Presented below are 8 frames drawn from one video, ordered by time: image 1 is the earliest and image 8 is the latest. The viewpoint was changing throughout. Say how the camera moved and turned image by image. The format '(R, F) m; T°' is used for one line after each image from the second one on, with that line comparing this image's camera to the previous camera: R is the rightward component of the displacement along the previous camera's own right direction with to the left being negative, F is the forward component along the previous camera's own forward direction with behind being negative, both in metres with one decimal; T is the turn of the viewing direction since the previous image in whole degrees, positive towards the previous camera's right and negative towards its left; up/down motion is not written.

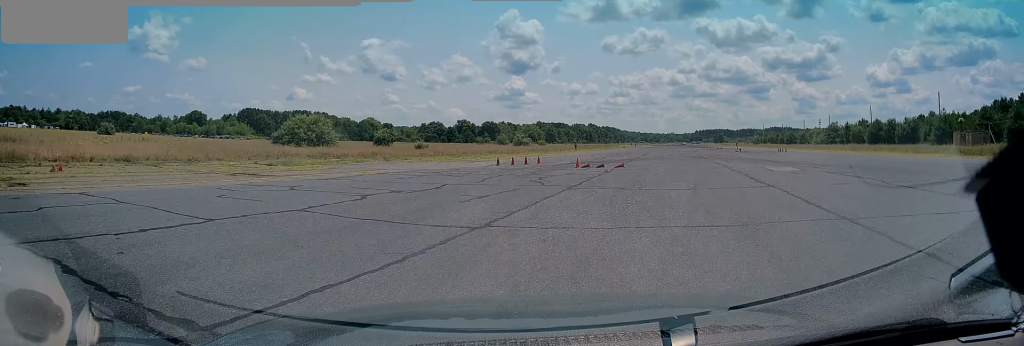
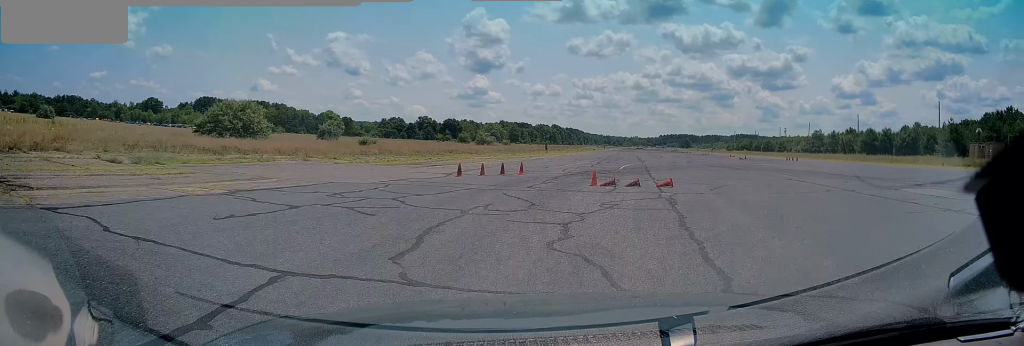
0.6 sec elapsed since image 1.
(+0.3, +10.2) m; +5°
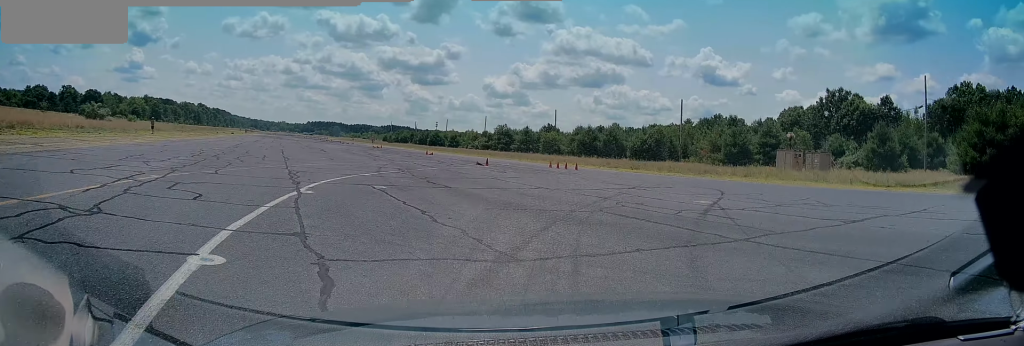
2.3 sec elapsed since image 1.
(+4.7, +29.2) m; +19°
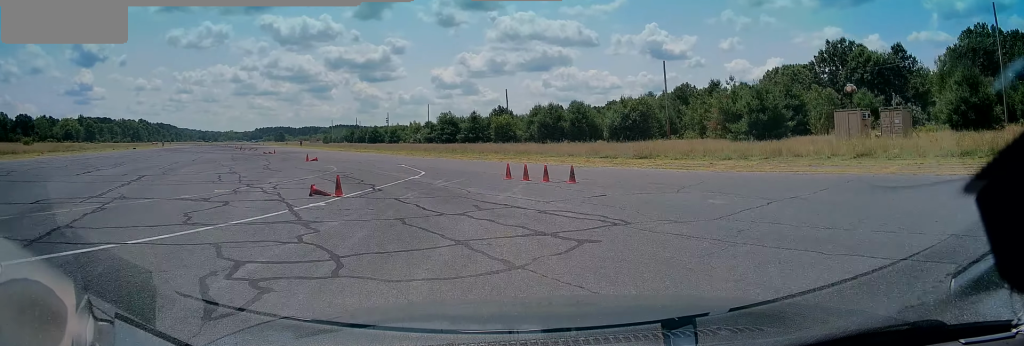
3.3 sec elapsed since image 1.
(+1.8, +18.1) m; +4°
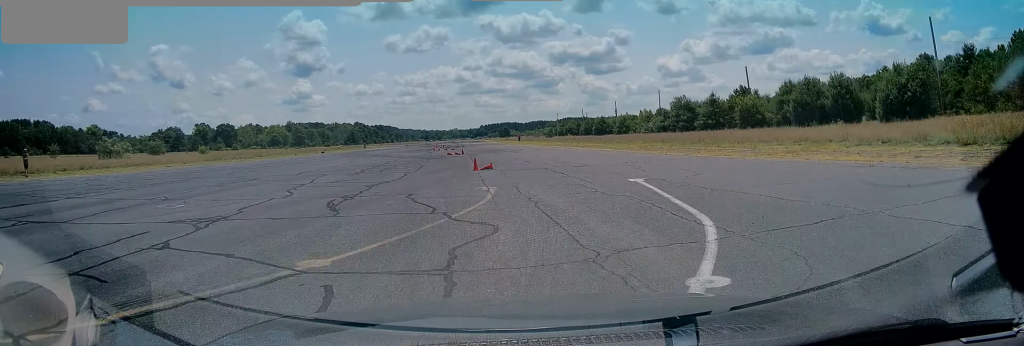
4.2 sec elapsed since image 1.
(-0.3, +14.8) m; -3°
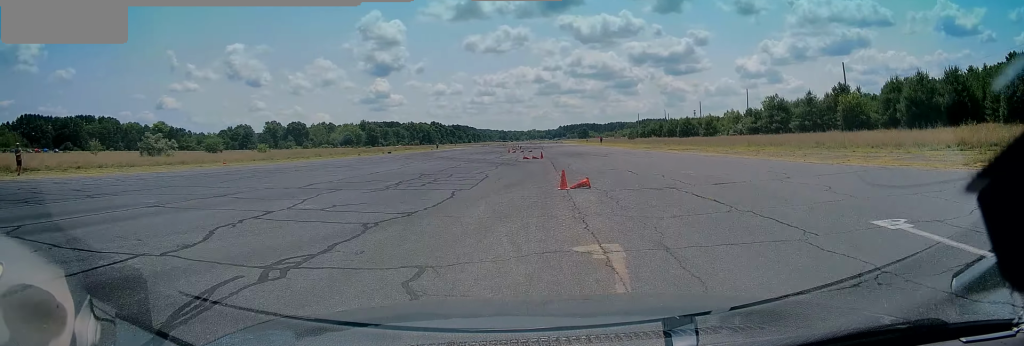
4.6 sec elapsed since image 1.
(-0.1, +7.9) m; -3°
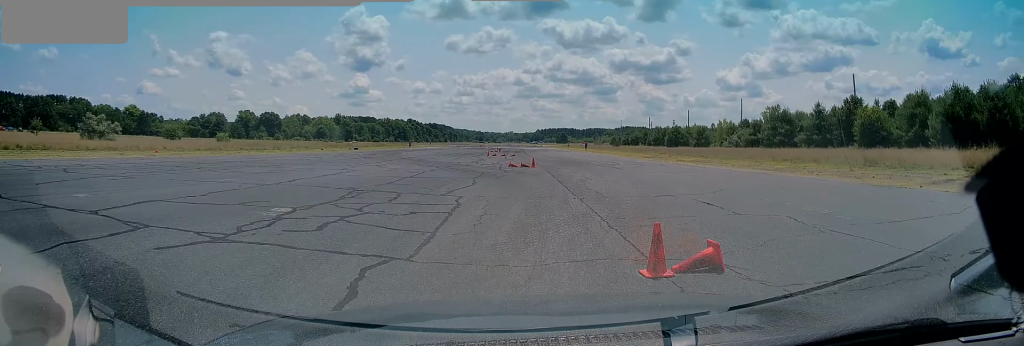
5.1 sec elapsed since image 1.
(-0.3, +7.8) m; -3°
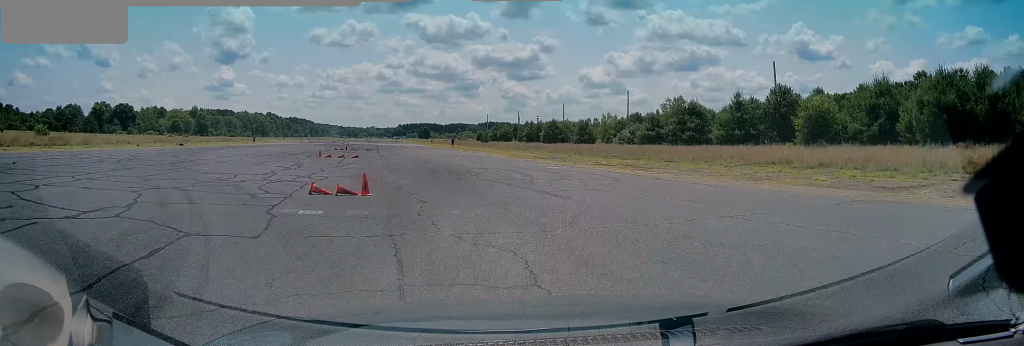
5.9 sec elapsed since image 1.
(-0.5, +13.6) m; -6°
